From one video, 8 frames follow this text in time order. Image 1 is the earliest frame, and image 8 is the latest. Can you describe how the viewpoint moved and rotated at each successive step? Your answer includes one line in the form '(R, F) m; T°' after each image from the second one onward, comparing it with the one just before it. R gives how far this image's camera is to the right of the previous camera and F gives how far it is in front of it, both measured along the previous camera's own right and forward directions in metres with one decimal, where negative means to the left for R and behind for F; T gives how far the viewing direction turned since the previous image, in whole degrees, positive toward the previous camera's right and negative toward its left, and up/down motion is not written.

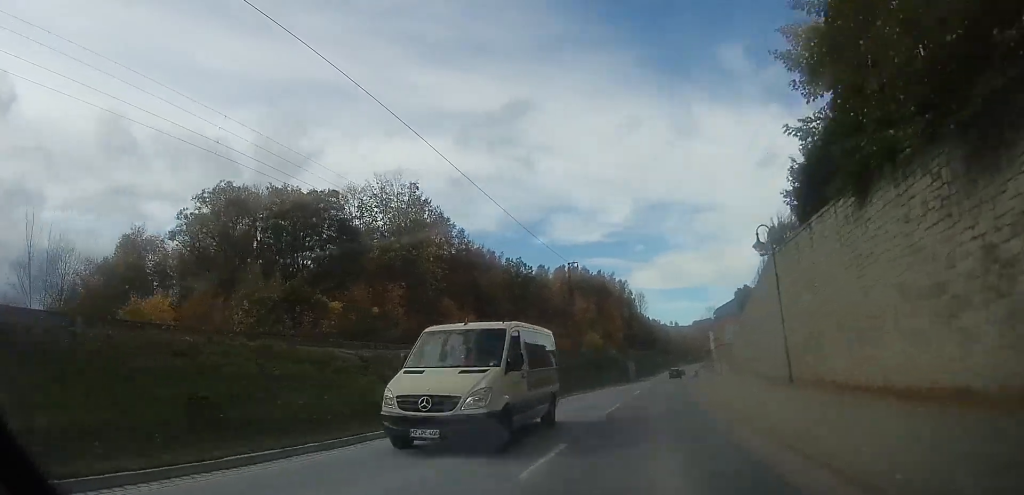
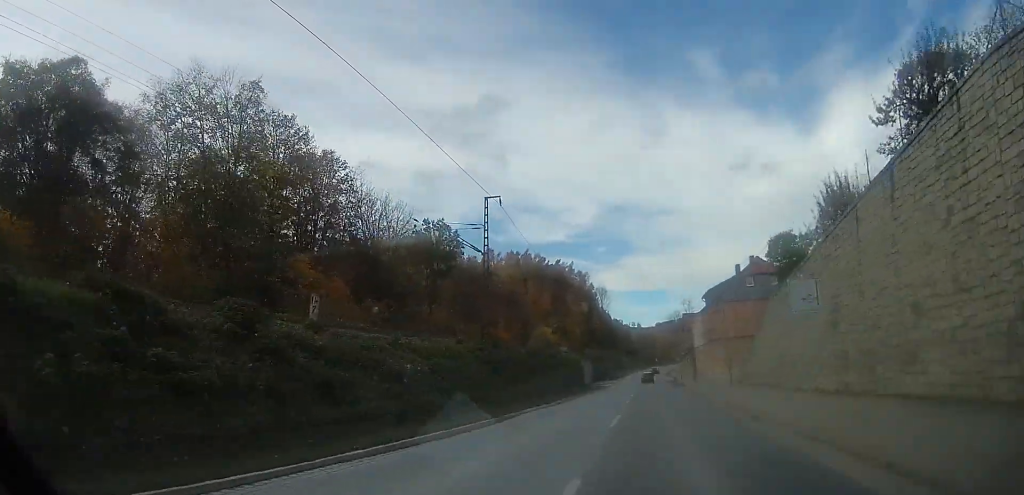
(+1.3, +21.0) m; +8°
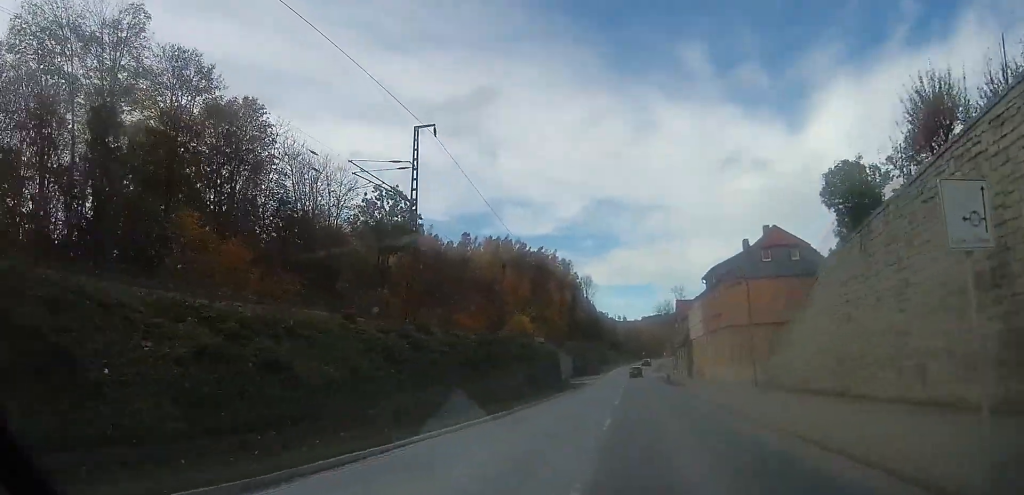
(0.0, +9.6) m; 0°
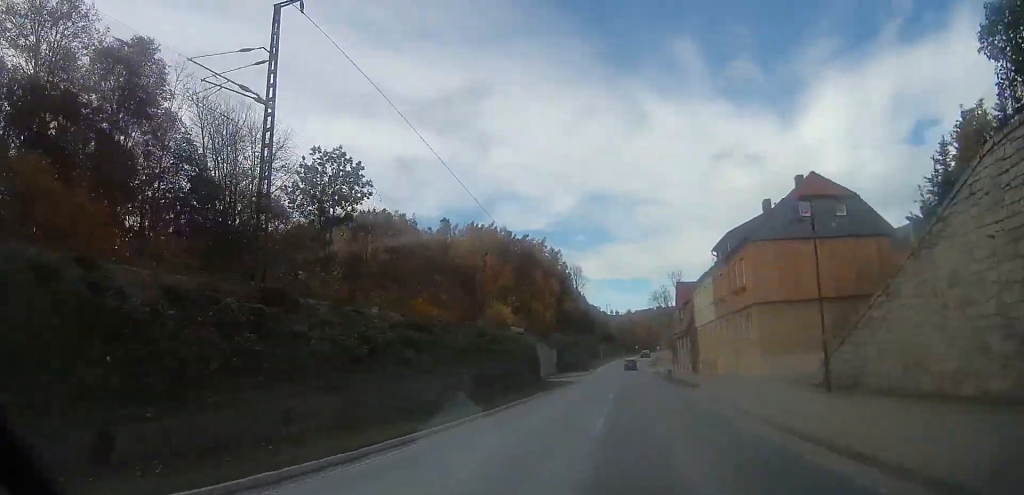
(0.0, +9.7) m; 0°
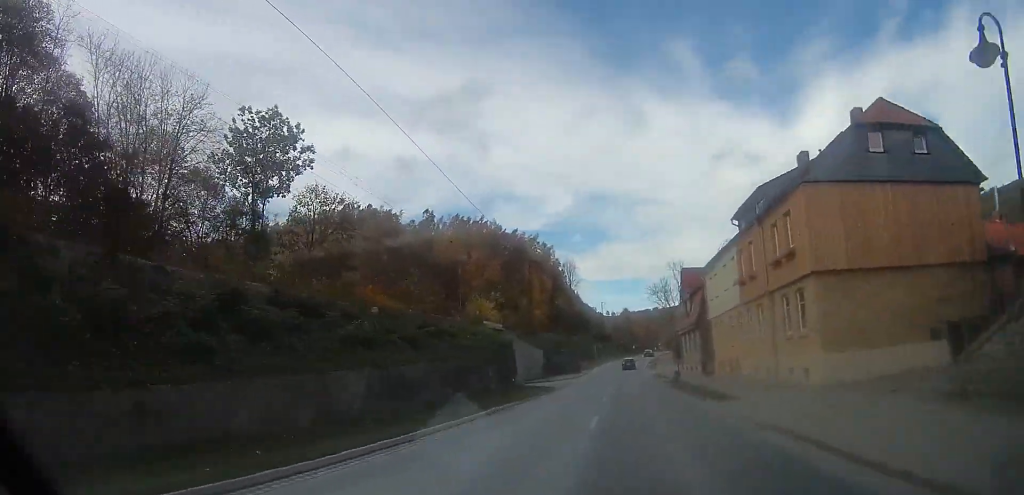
(0.0, +8.7) m; 0°
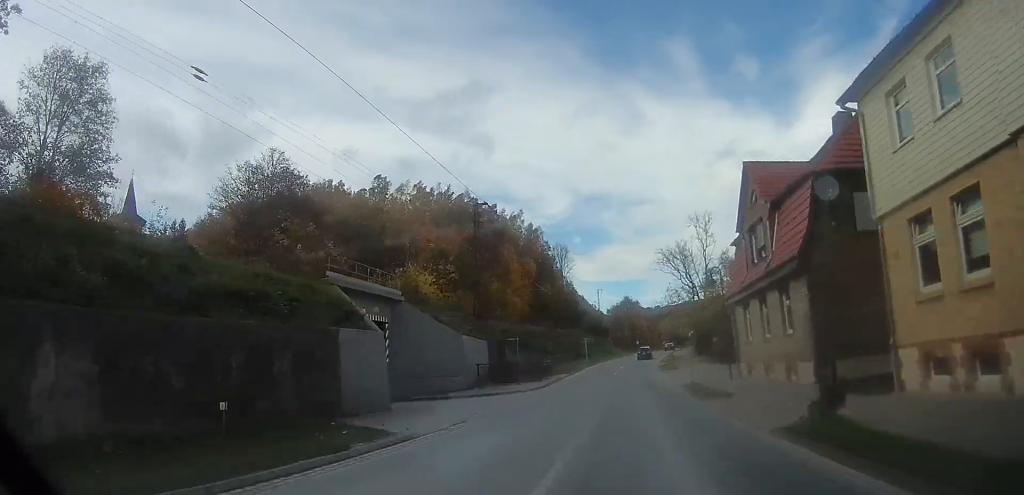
(0.0, +24.4) m; 0°
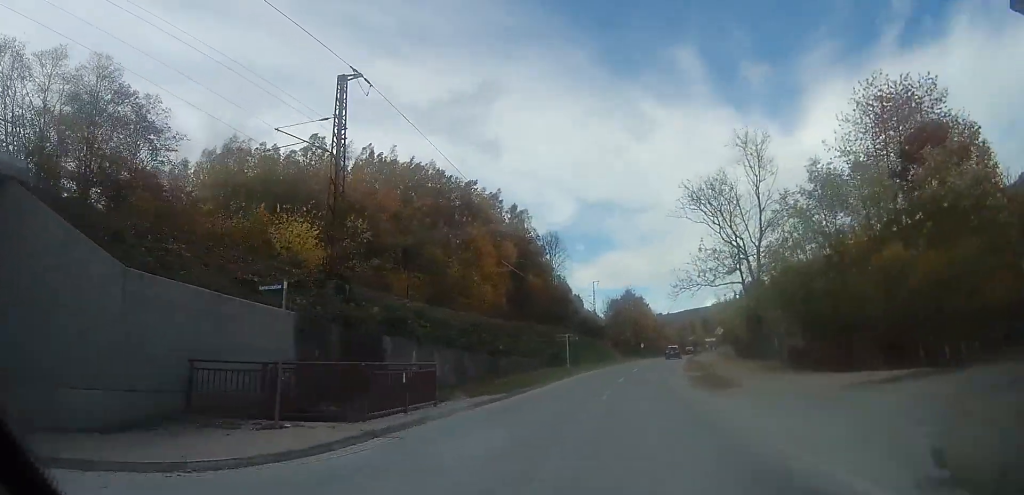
(0.0, +21.8) m; 0°
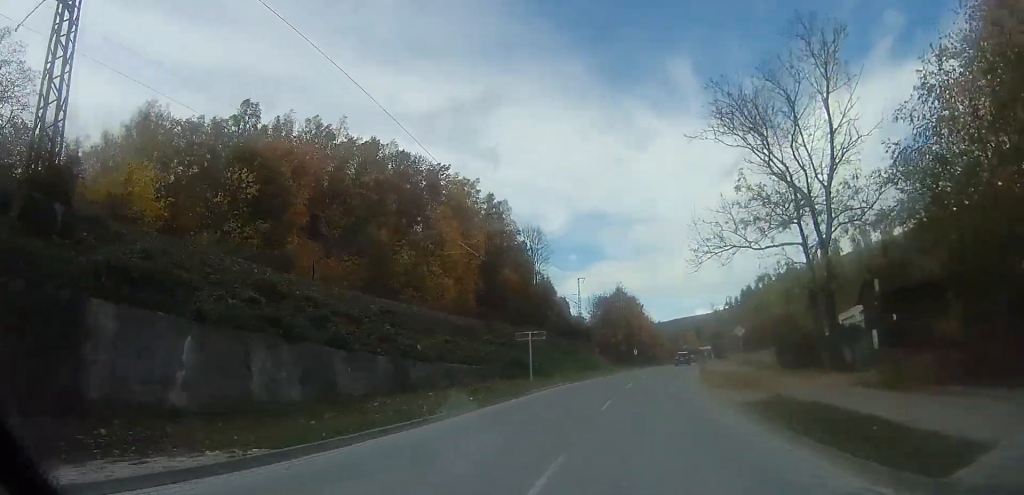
(0.0, +13.3) m; +1°
